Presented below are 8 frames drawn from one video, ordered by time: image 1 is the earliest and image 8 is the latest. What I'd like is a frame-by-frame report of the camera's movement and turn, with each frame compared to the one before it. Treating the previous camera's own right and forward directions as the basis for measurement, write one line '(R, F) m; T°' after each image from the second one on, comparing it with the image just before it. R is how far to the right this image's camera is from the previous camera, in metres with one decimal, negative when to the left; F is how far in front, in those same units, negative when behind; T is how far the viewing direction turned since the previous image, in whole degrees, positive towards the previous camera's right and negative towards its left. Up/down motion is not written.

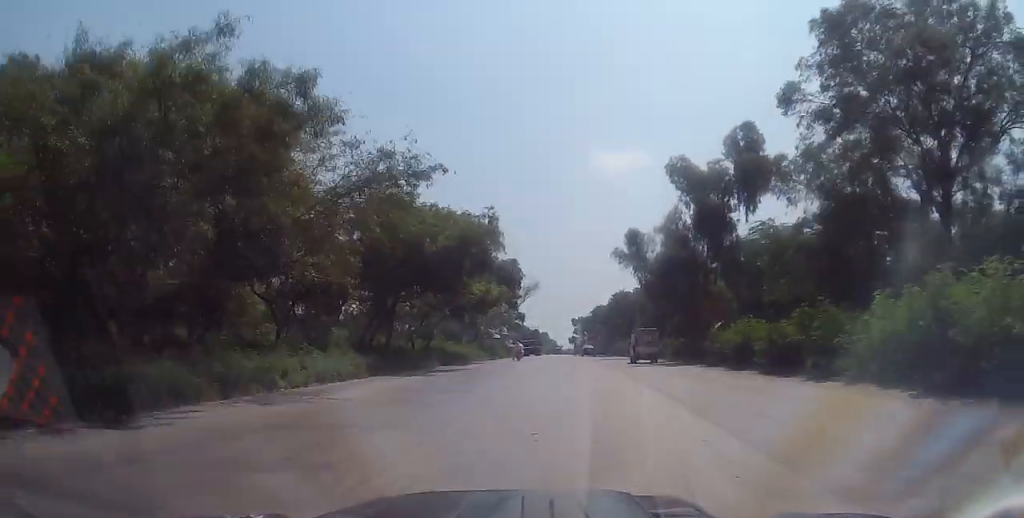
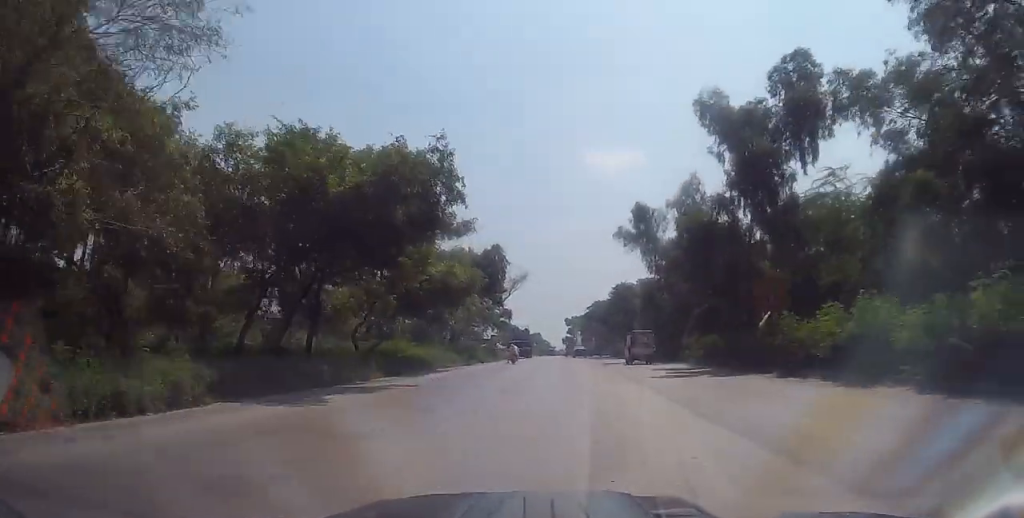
(0.0, +10.8) m; 0°
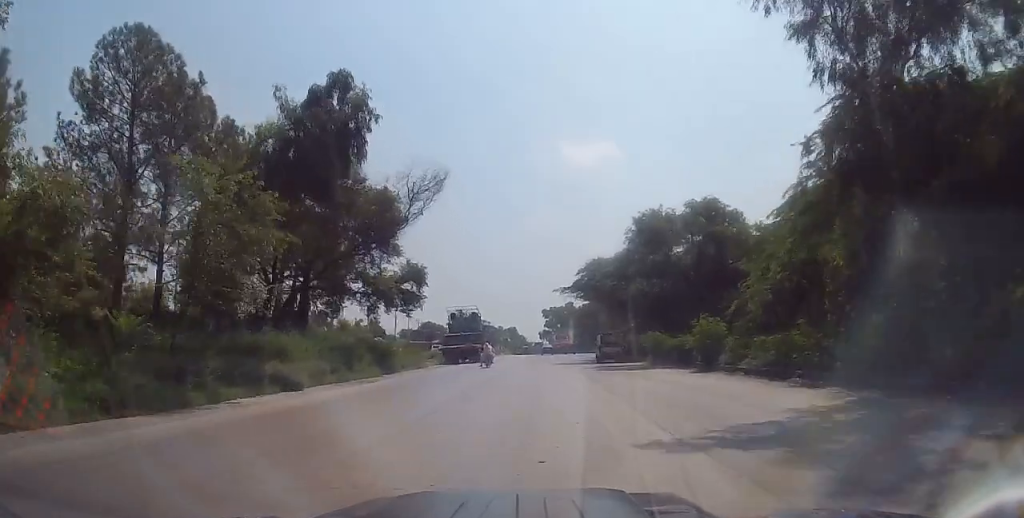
(+0.8, +36.3) m; +2°
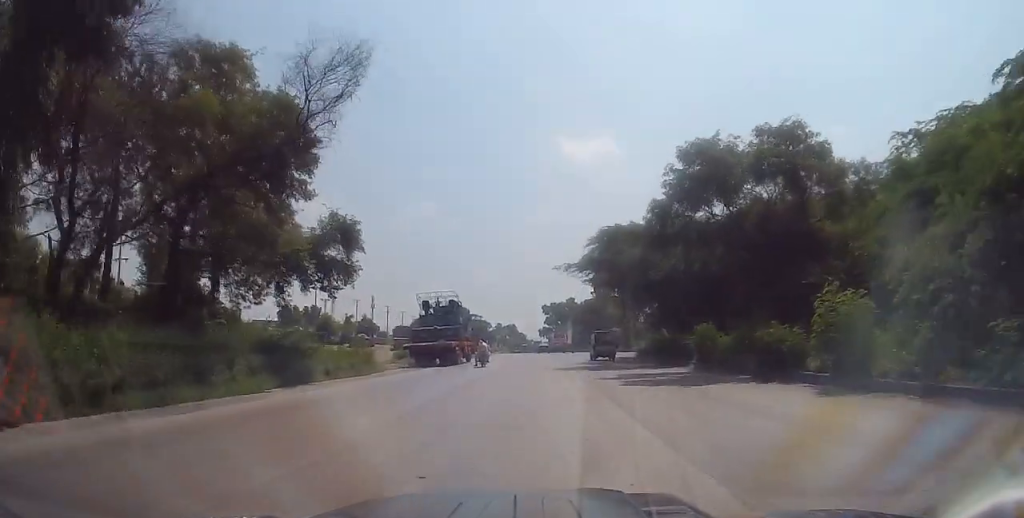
(-0.2, +12.0) m; 0°
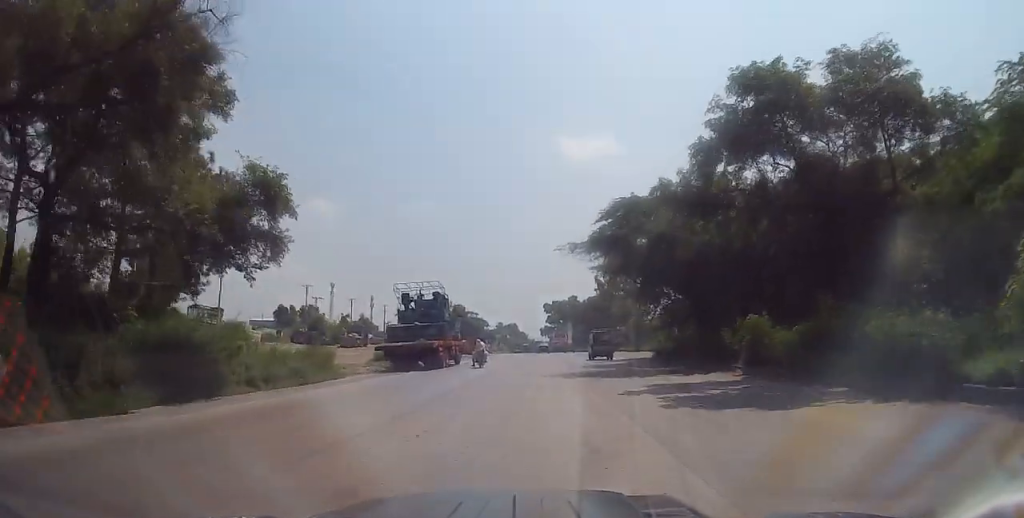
(+0.1, +6.4) m; +1°
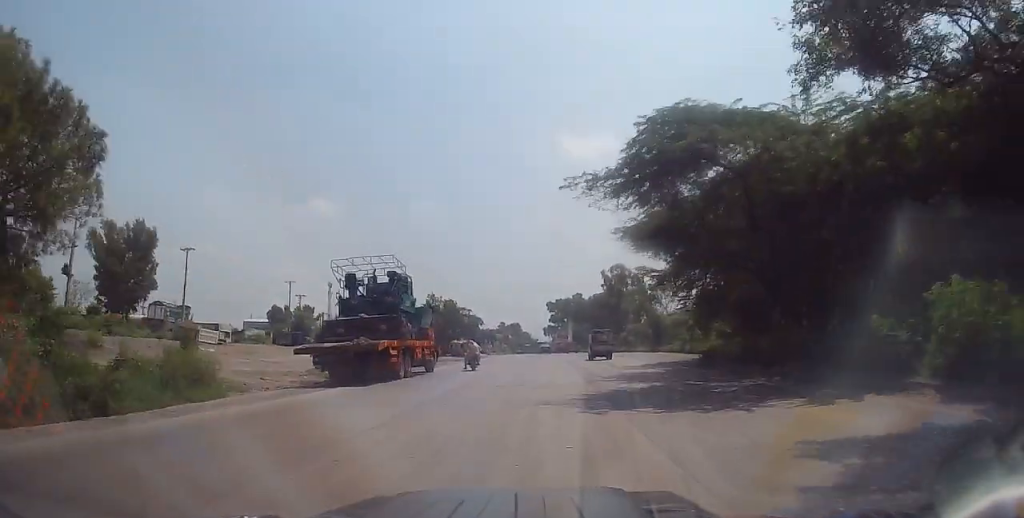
(+0.1, +10.5) m; 0°
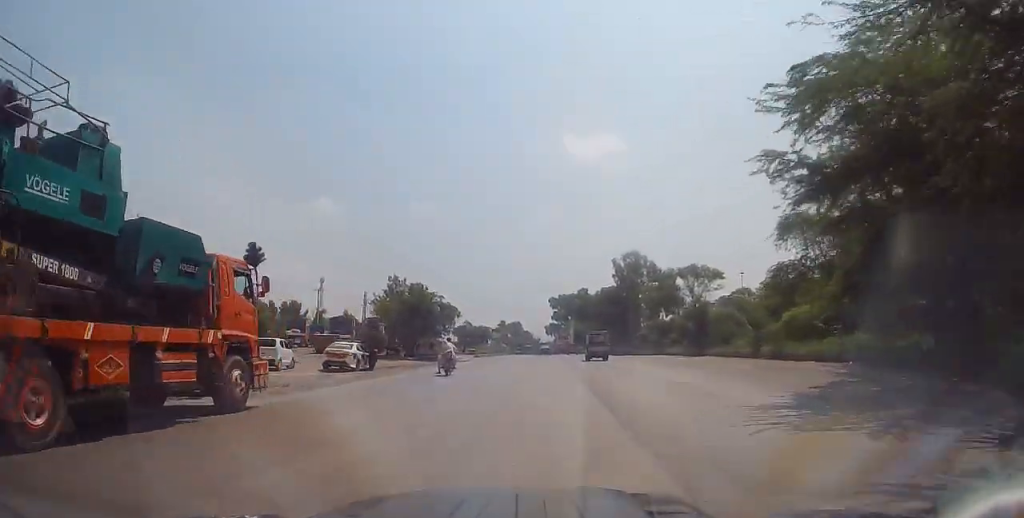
(-0.5, +19.4) m; -2°
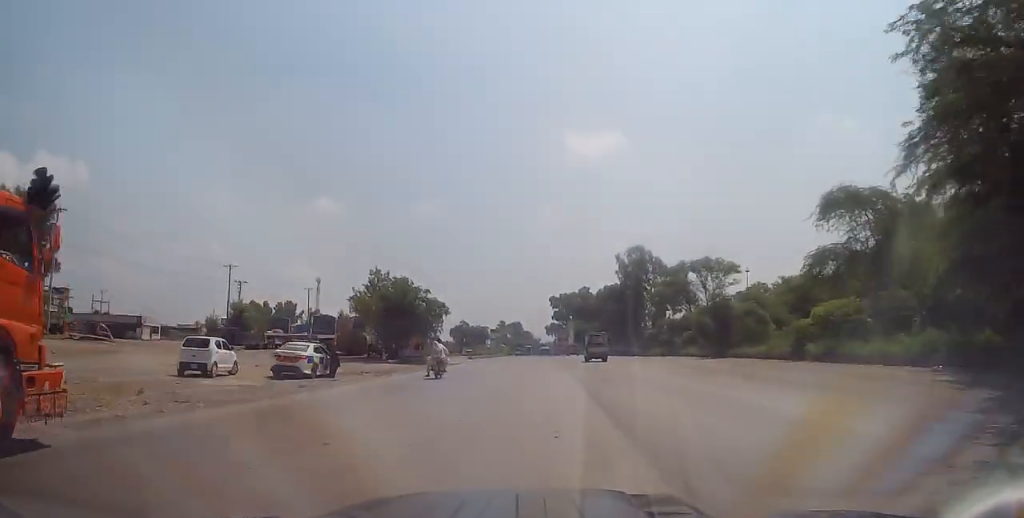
(-0.1, +6.0) m; 0°
